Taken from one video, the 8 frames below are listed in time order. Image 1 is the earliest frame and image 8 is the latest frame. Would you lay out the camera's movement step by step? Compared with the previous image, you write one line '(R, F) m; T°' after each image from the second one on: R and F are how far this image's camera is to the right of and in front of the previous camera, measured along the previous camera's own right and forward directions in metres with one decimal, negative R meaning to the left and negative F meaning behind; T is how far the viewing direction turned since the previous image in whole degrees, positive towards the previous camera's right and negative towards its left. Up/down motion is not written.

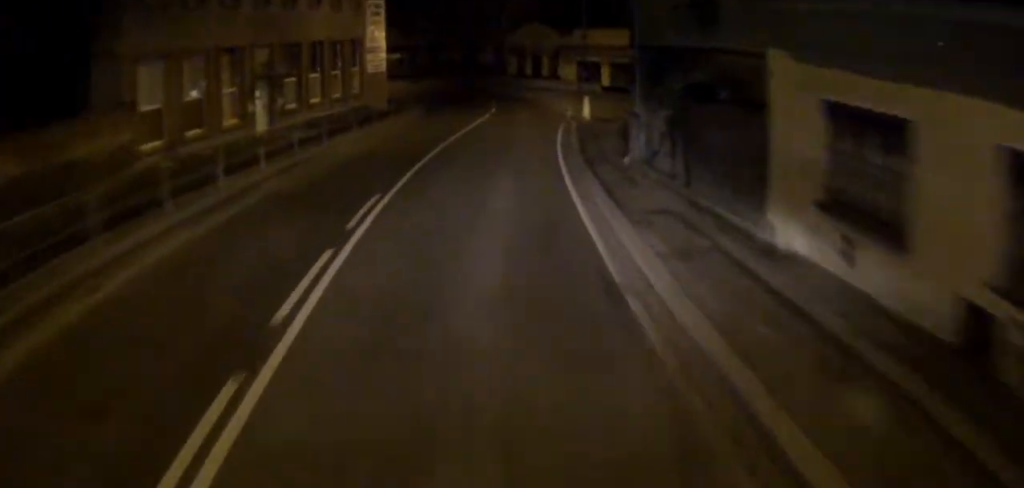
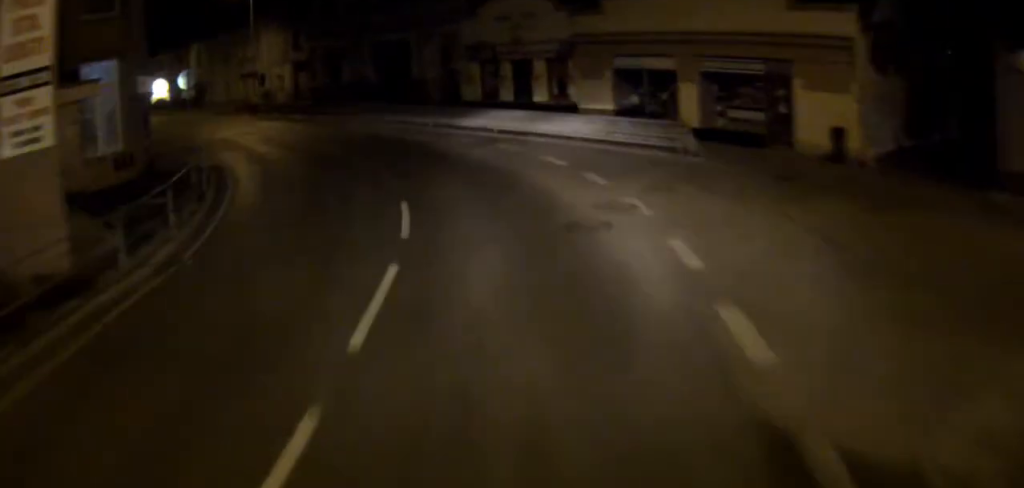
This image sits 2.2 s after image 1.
(0.0, +28.7) m; 0°
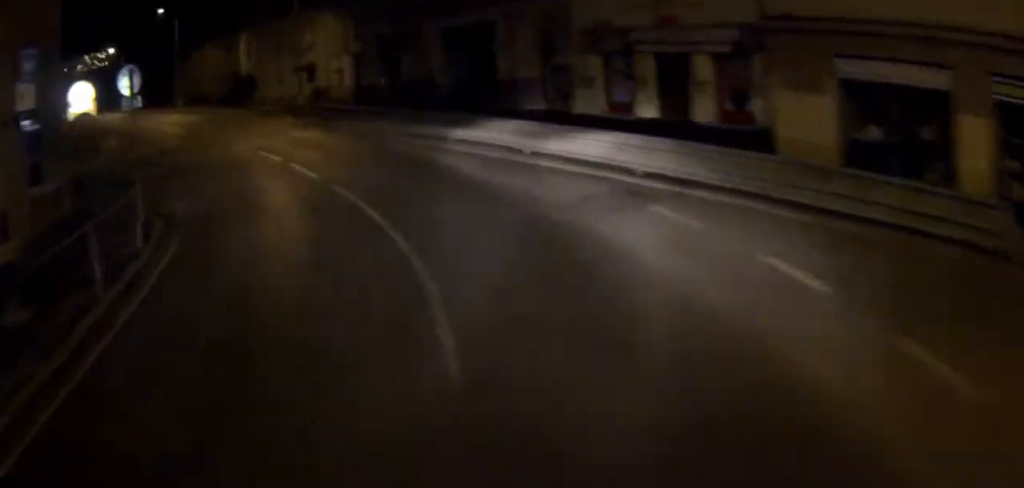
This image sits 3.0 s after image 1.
(0.0, +10.7) m; 0°
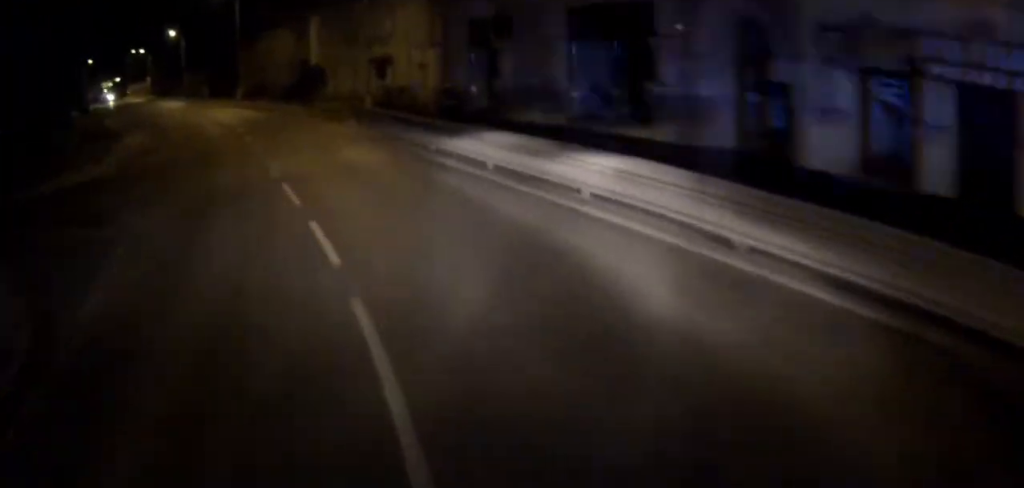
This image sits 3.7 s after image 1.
(0.0, +8.8) m; 0°
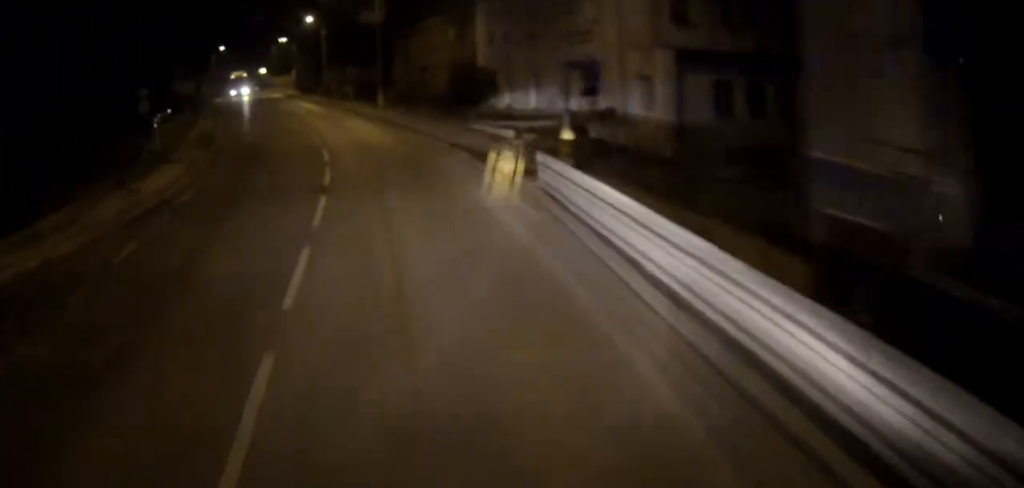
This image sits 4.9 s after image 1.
(0.0, +15.0) m; 0°
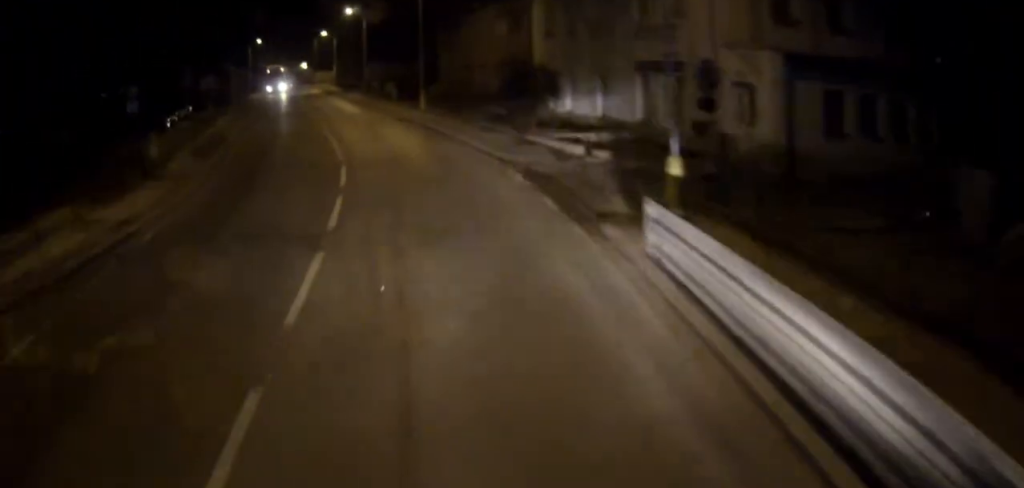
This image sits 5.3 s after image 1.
(0.0, +5.4) m; 0°
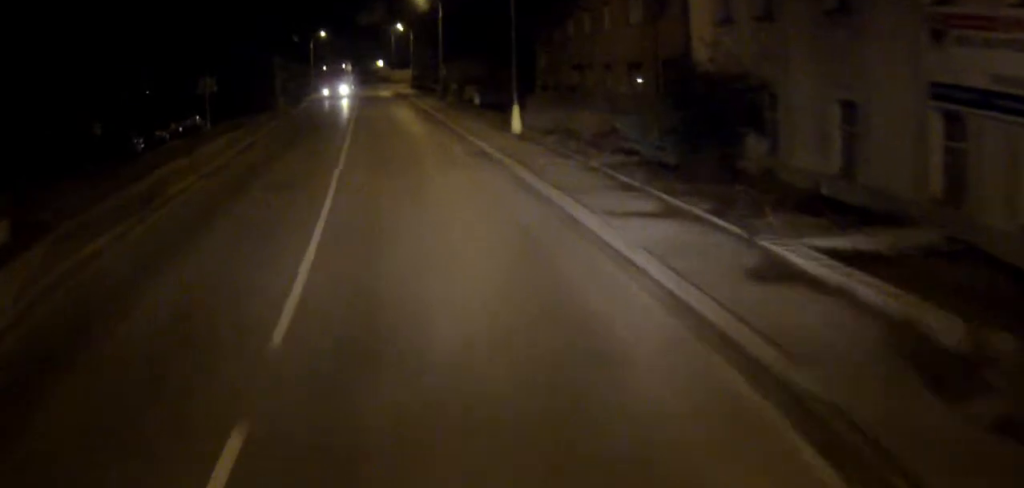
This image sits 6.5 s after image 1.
(0.0, +14.8) m; -4°
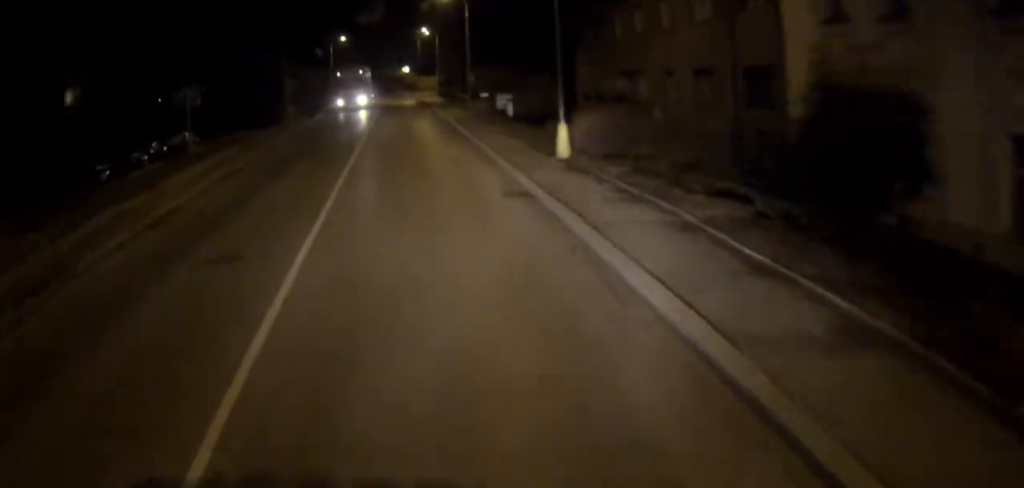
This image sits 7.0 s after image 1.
(+0.4, +5.7) m; -4°
